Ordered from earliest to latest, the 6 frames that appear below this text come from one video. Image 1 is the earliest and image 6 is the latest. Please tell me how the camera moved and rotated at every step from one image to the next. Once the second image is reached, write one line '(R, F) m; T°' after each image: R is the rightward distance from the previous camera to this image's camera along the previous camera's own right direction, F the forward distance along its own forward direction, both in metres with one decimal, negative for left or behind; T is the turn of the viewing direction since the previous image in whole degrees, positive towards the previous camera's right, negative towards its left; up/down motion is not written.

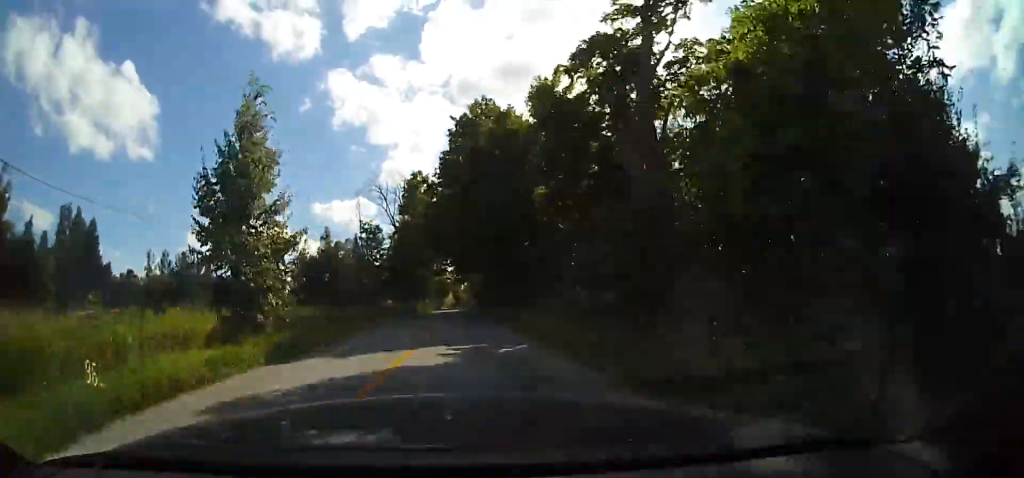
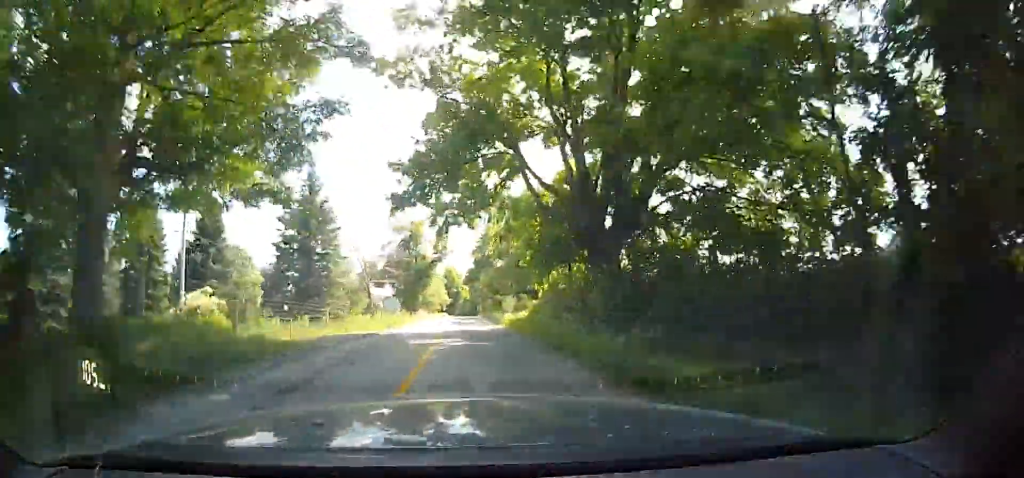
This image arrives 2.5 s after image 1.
(0.0, +68.0) m; +2°
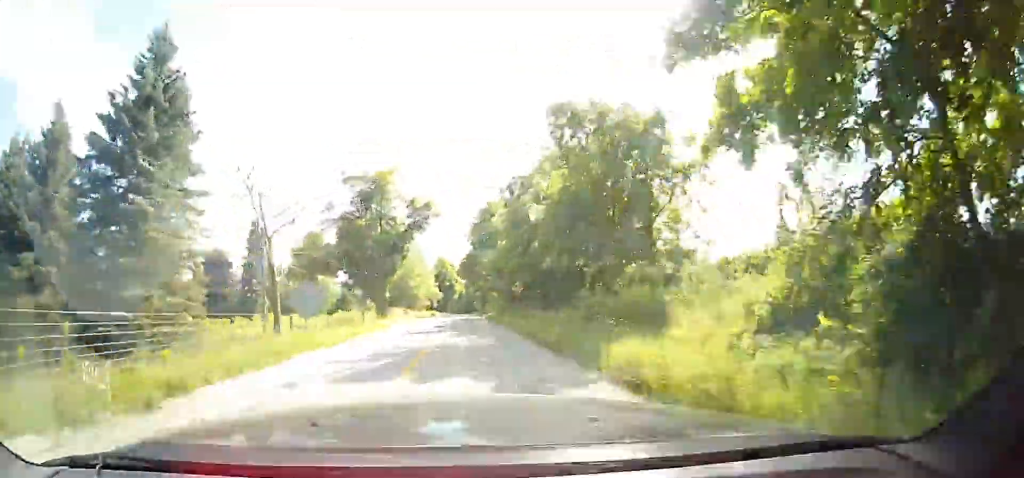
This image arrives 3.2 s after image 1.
(+0.1, +17.8) m; +1°
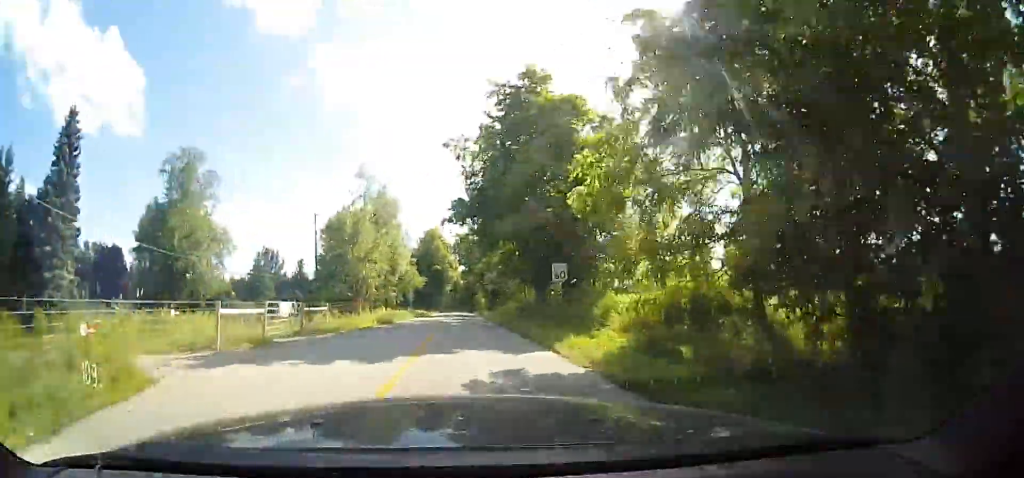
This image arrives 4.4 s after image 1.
(+0.2, +33.1) m; 0°
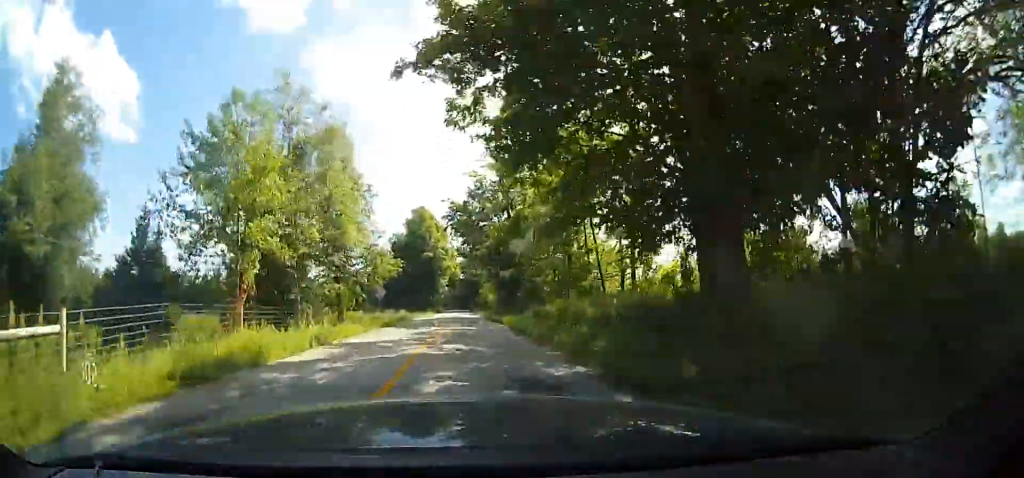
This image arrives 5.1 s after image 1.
(0.0, +16.8) m; 0°
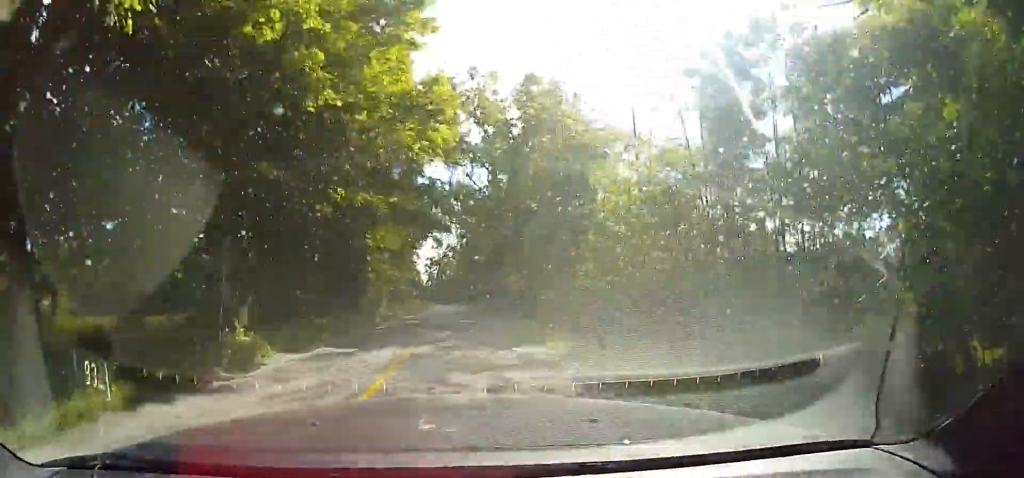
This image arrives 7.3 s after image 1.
(0.0, +56.4) m; 0°
